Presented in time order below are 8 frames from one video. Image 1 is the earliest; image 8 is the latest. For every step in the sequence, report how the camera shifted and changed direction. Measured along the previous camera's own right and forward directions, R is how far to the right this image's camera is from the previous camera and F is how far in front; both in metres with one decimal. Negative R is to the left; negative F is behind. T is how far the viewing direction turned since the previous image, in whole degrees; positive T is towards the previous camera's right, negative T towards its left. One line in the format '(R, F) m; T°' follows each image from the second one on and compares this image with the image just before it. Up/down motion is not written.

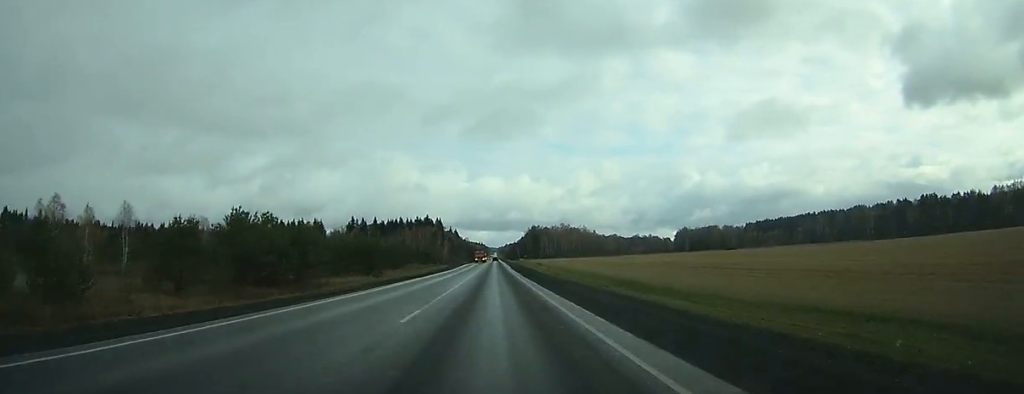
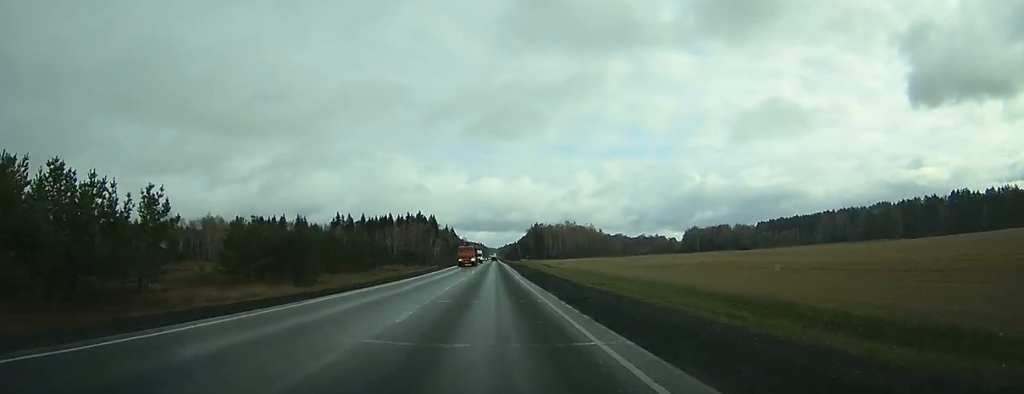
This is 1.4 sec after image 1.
(0.0, +33.2) m; 0°
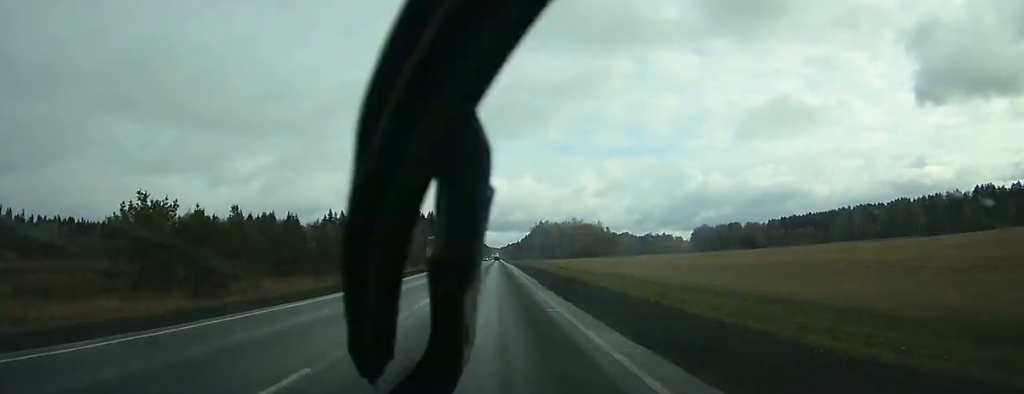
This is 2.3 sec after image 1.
(0.0, +20.7) m; 0°
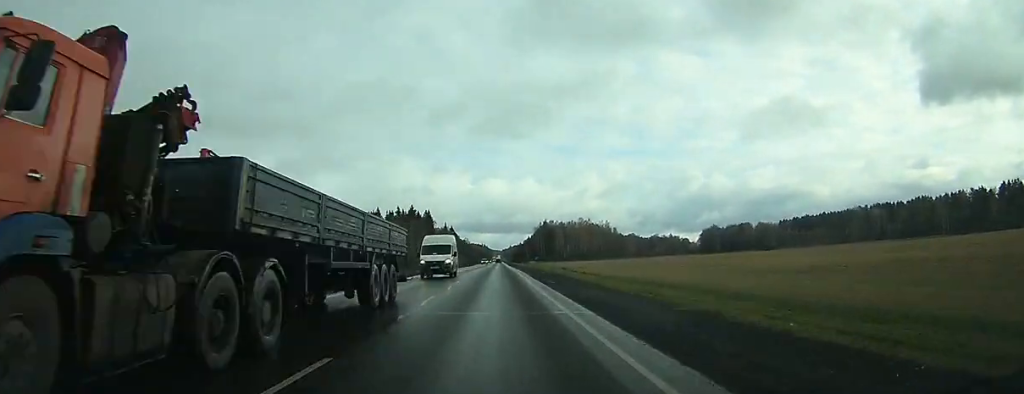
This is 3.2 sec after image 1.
(0.0, +22.9) m; 0°
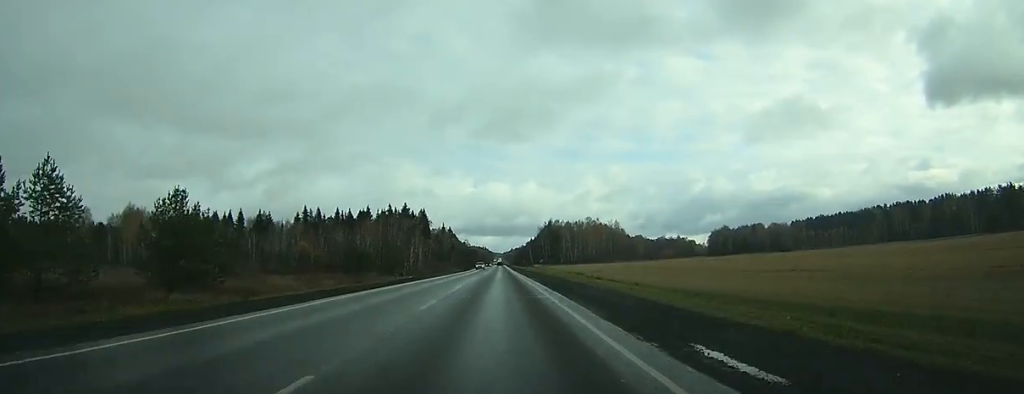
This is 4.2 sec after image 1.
(0.0, +26.1) m; 0°
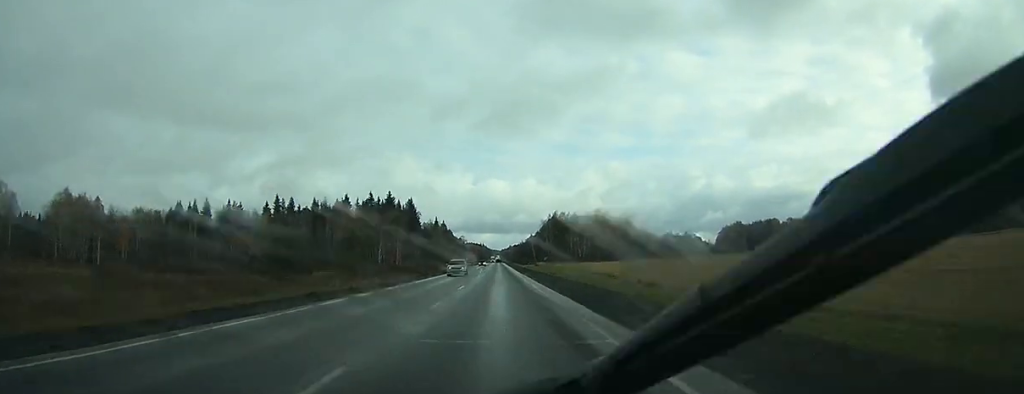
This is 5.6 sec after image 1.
(0.0, +36.6) m; 0°
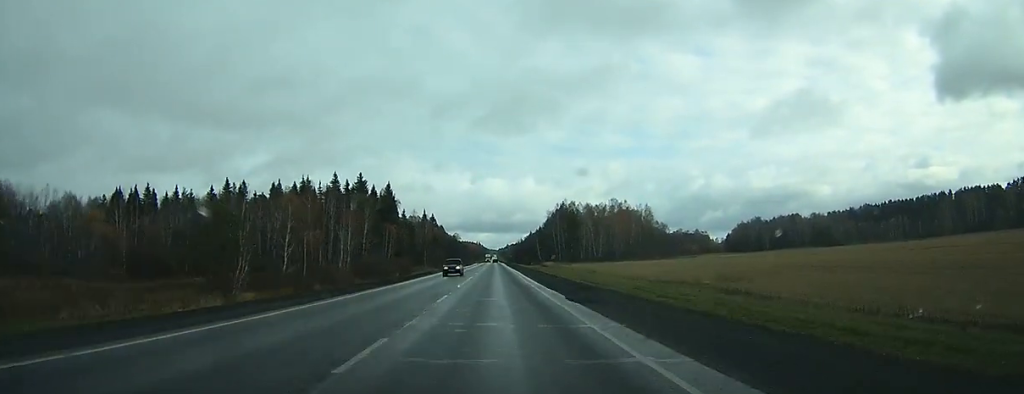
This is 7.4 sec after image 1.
(0.0, +46.6) m; 0°
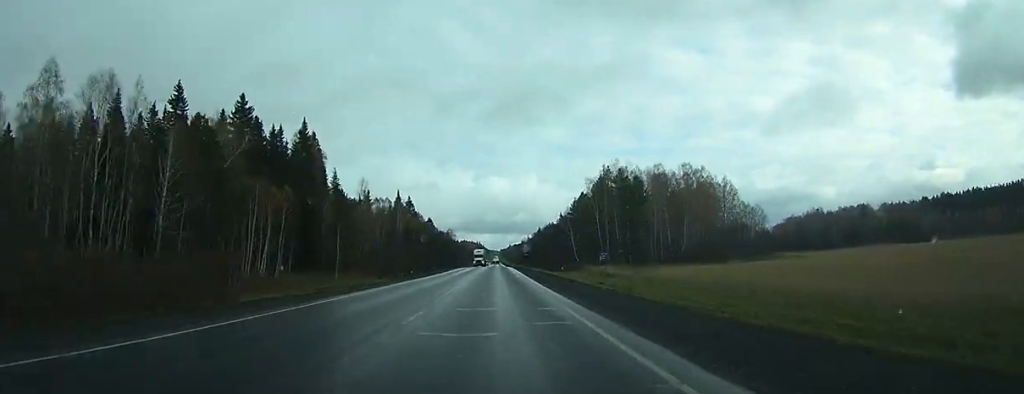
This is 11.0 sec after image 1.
(-0.3, +88.8) m; 0°
